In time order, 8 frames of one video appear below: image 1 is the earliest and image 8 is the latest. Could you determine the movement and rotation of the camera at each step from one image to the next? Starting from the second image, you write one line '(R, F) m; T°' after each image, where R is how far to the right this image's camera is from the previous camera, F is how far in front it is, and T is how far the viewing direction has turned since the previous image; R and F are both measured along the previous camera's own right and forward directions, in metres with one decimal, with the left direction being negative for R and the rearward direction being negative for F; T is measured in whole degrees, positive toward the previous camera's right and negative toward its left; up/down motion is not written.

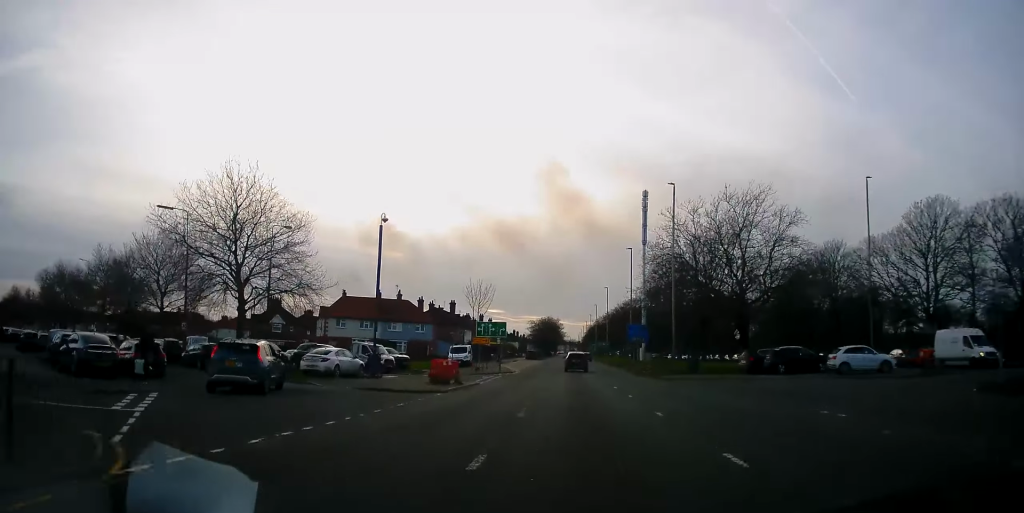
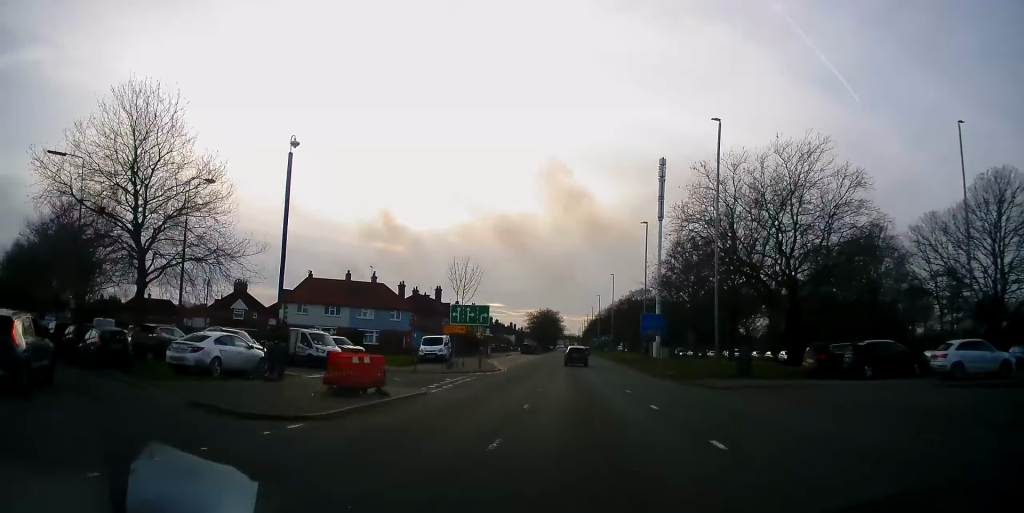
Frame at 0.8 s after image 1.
(+0.4, +10.9) m; +1°
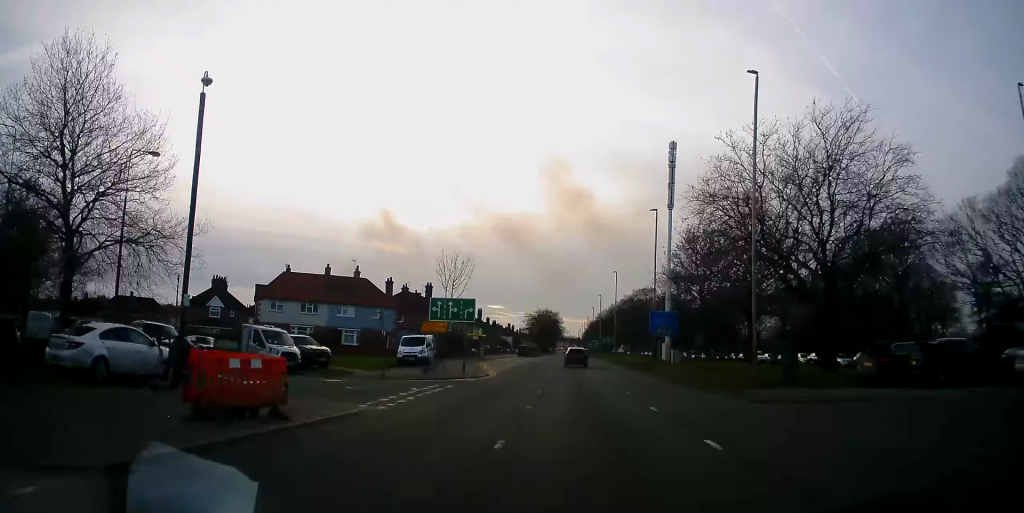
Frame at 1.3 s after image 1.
(-0.1, +5.7) m; 0°
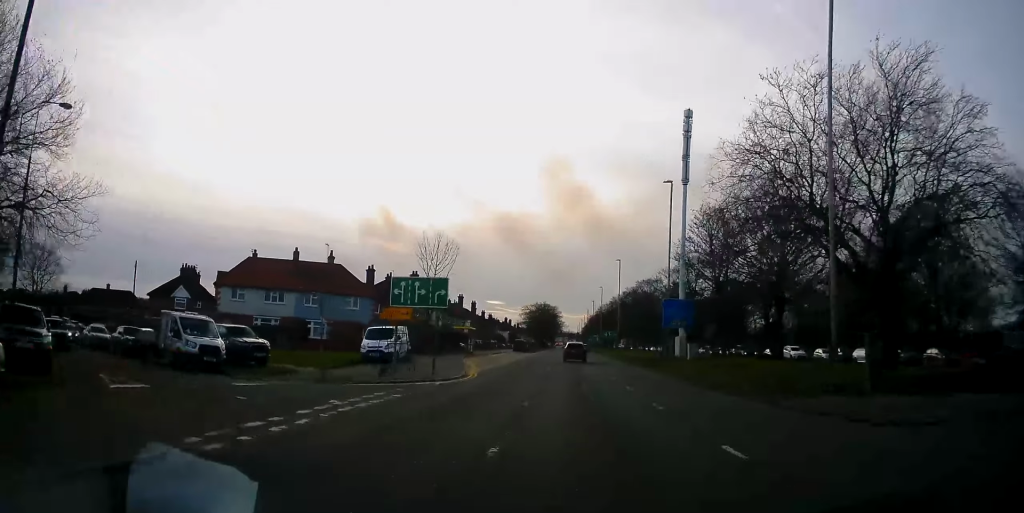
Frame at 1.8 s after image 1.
(-0.2, +7.1) m; 0°
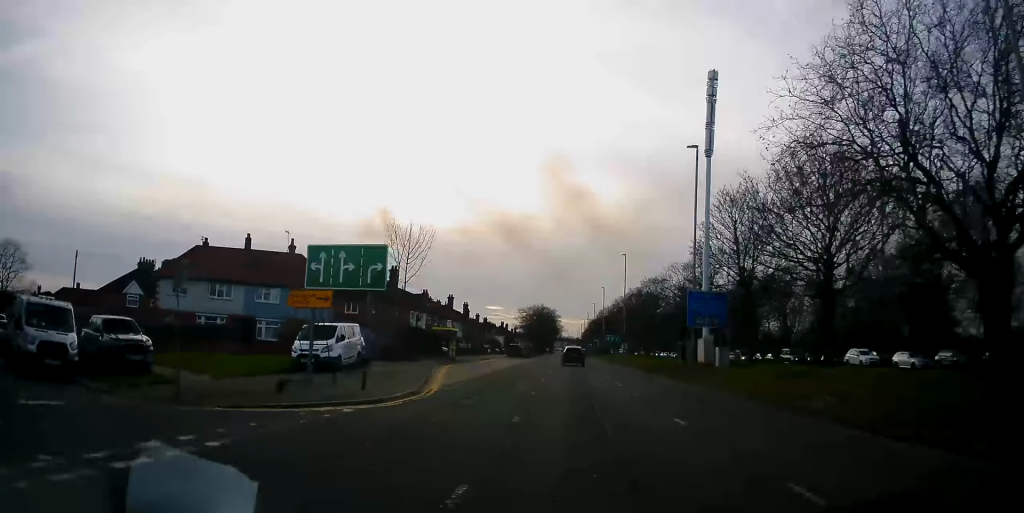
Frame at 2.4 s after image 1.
(+0.2, +8.4) m; +1°
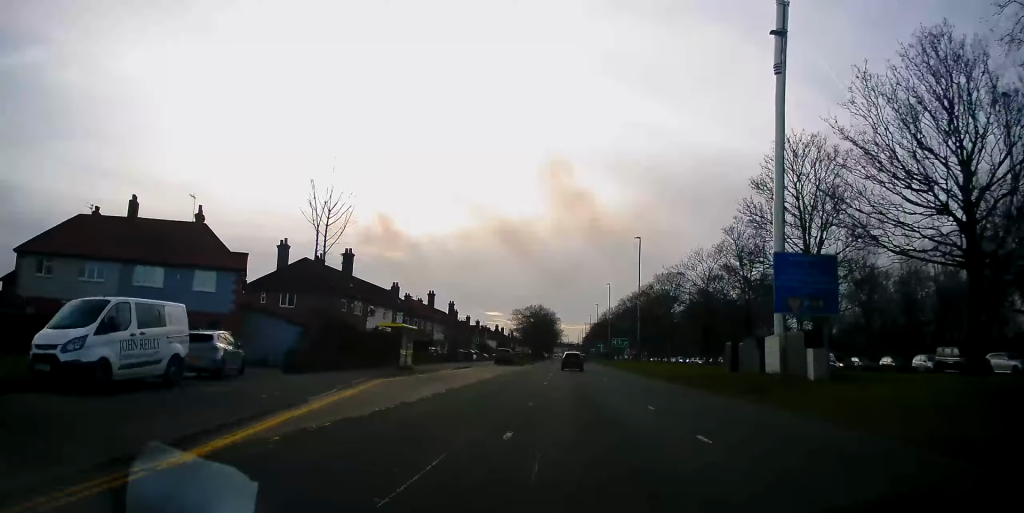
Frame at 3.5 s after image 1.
(+0.2, +13.7) m; -1°
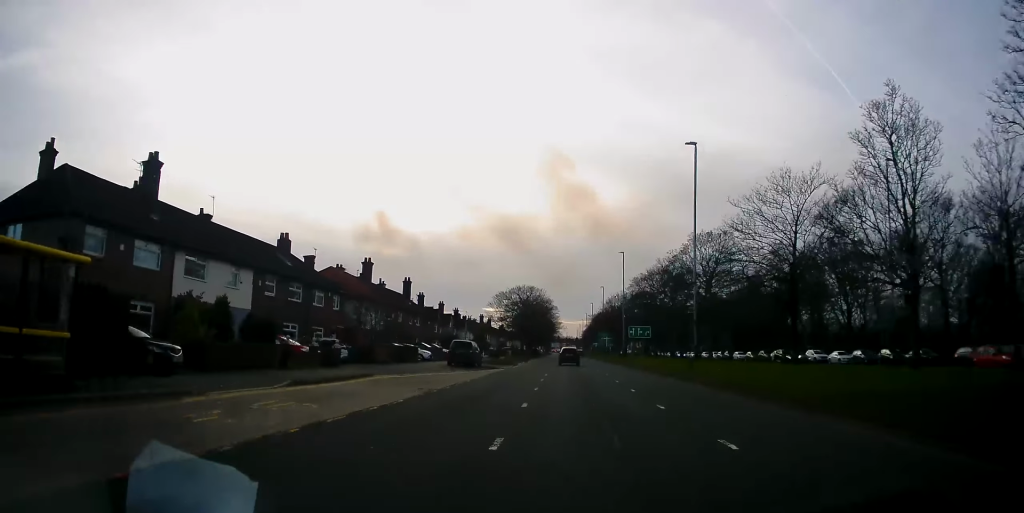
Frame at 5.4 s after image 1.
(-0.4, +25.2) m; +1°
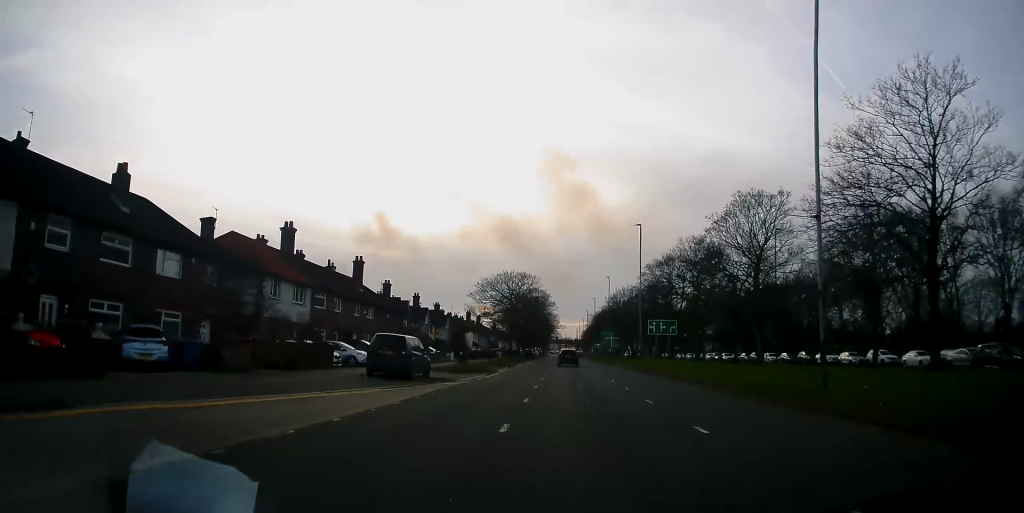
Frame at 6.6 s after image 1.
(+0.5, +16.0) m; 0°
